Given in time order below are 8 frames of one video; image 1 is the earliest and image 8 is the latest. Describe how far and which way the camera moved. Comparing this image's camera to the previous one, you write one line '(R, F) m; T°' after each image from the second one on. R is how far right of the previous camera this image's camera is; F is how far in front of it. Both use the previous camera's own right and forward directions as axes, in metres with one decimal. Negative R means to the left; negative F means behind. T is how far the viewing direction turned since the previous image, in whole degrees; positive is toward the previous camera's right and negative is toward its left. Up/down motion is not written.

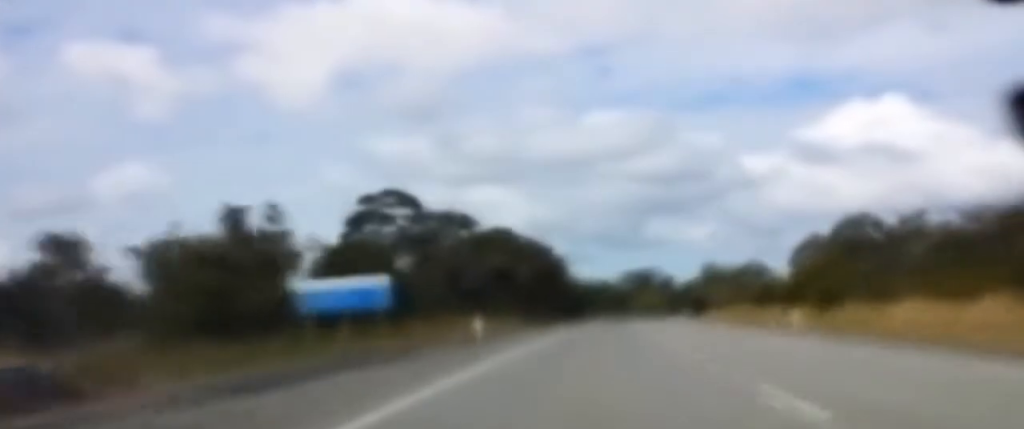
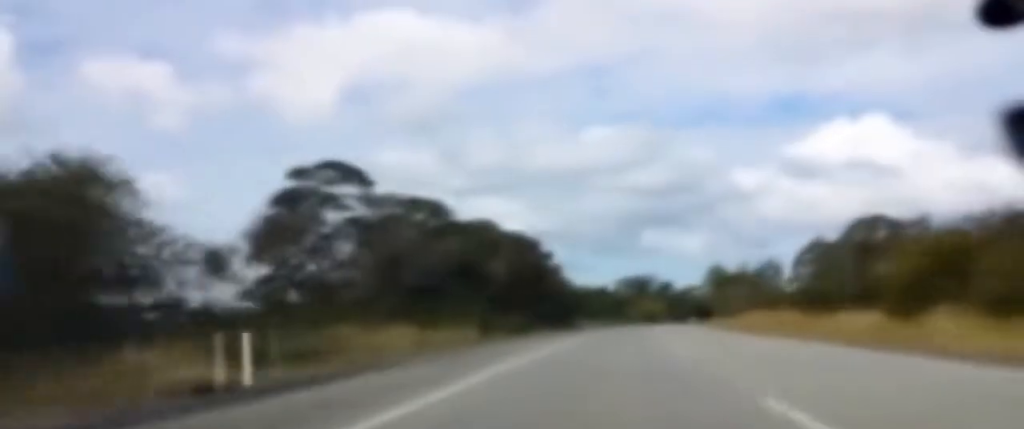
(+0.1, +24.8) m; +1°
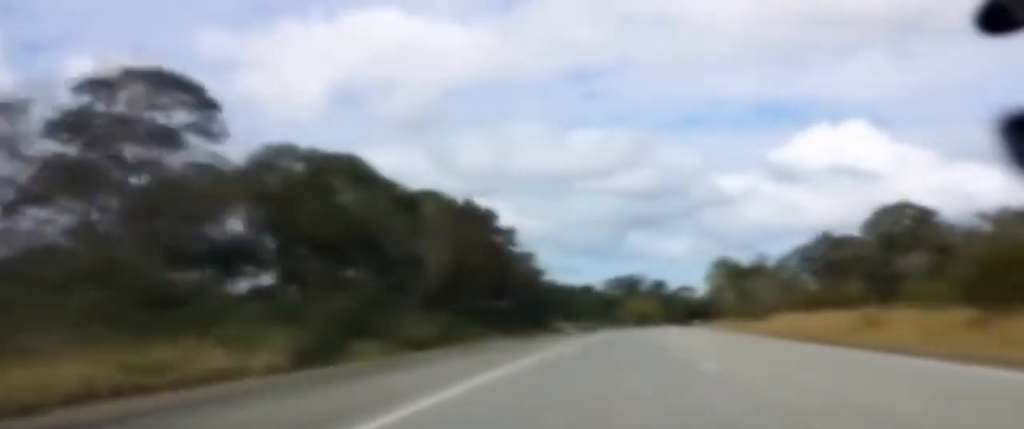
(+0.1, +27.6) m; +1°
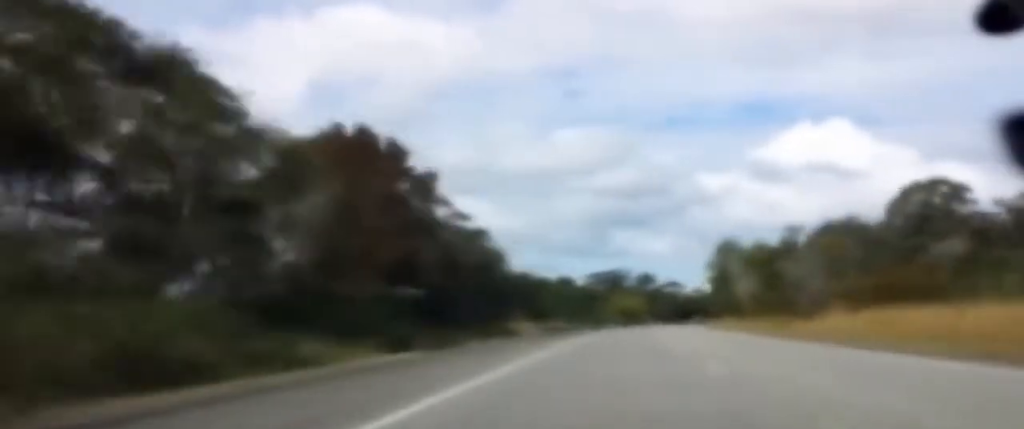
(+0.2, +24.0) m; +2°
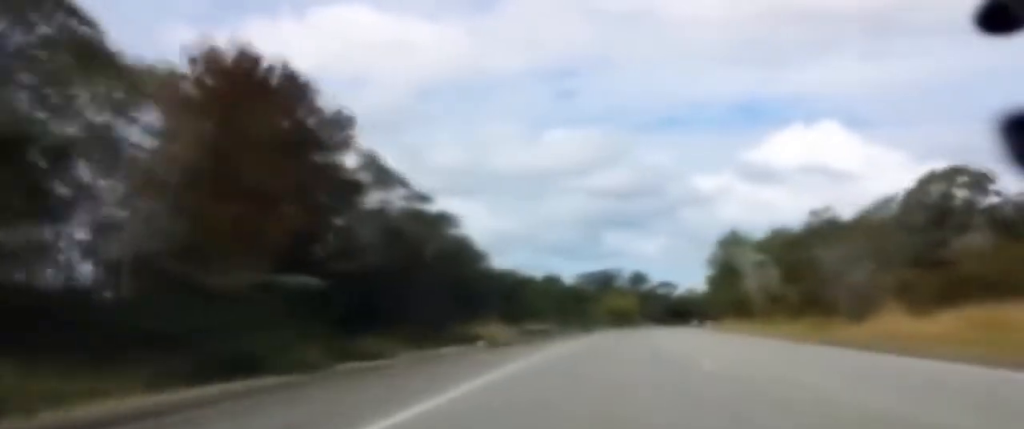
(-0.1, +12.1) m; +1°
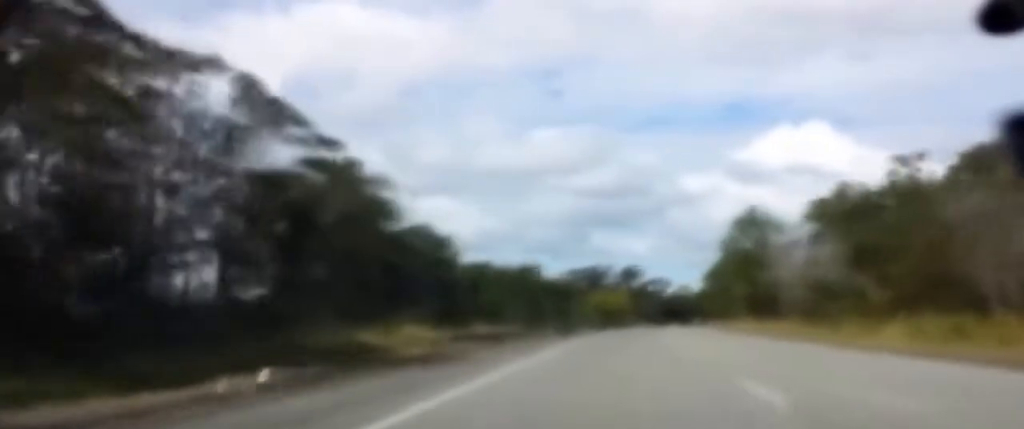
(+0.4, +18.8) m; +1°
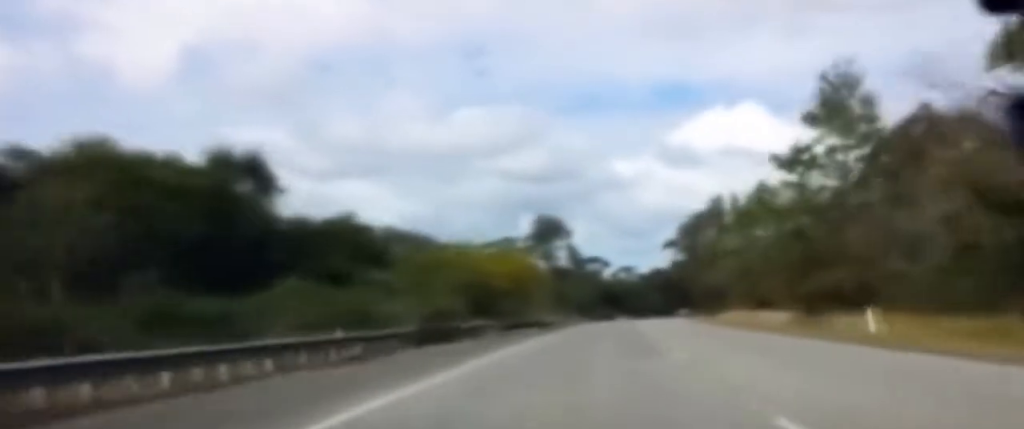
(+0.2, +79.1) m; +1°
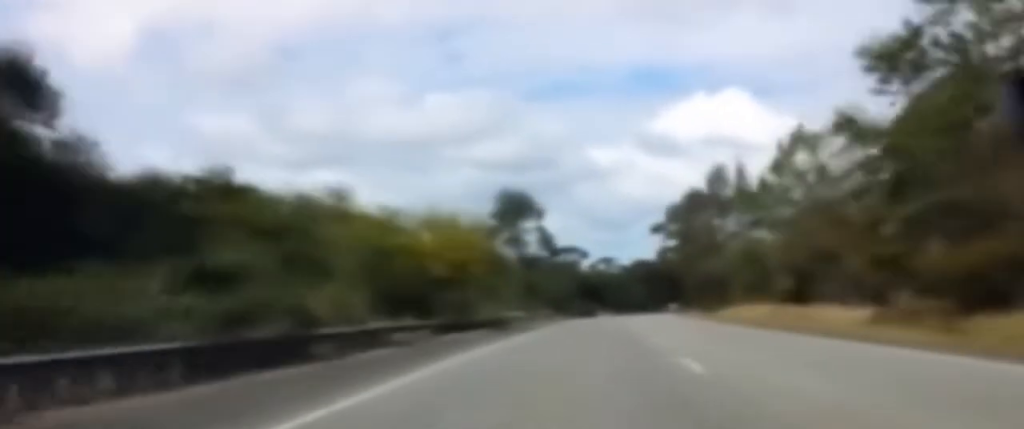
(-0.1, +15.6) m; +1°
